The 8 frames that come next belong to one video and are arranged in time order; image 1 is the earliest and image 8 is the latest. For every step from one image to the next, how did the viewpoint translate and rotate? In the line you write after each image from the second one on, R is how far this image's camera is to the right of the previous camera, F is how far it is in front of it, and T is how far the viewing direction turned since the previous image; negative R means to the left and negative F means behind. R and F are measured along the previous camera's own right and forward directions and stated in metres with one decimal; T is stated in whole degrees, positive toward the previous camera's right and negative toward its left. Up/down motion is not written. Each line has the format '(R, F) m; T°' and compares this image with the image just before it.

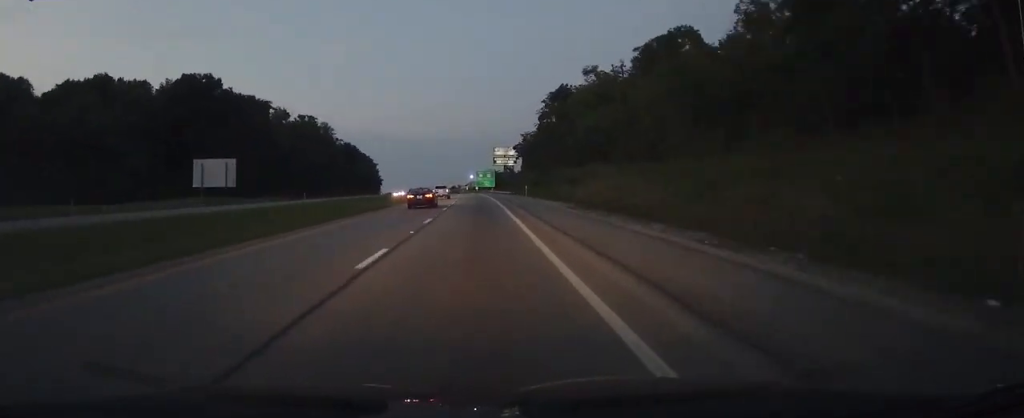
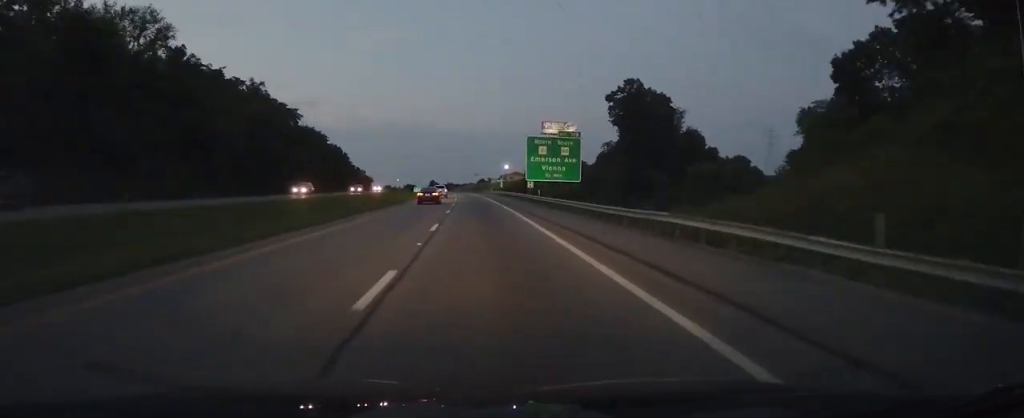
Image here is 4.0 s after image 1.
(-2.4, +126.5) m; -4°
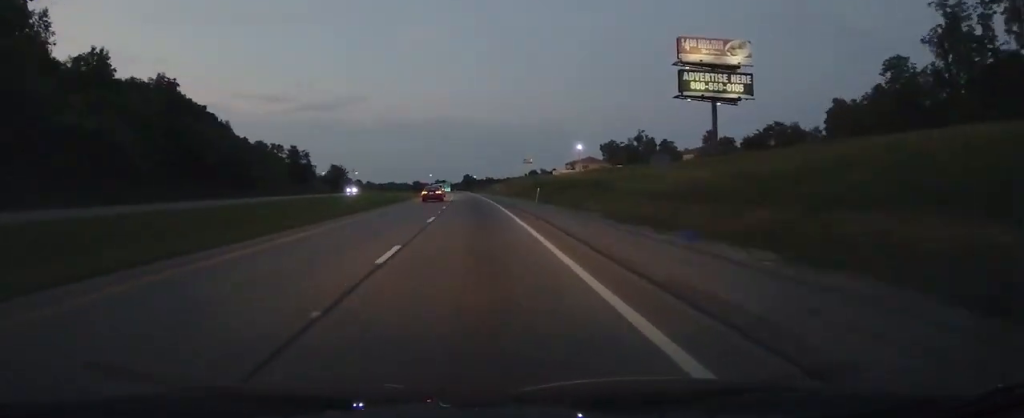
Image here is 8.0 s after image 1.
(-6.0, +133.9) m; -5°
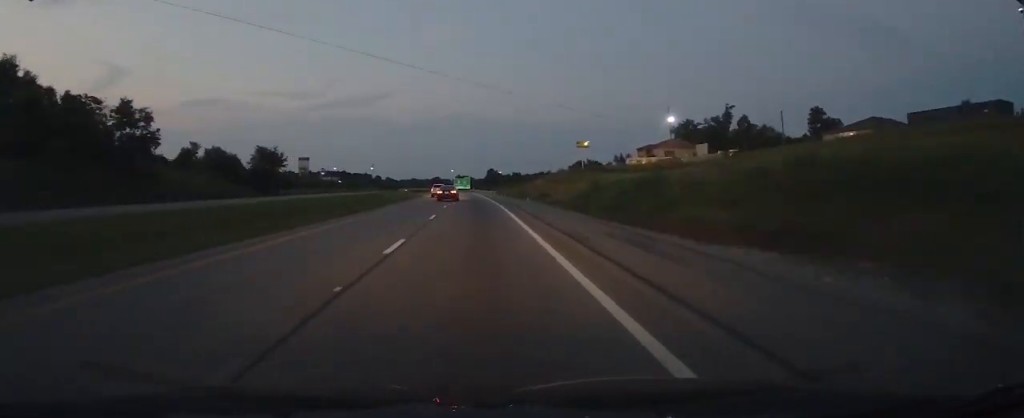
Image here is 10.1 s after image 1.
(-1.4, +73.3) m; -2°
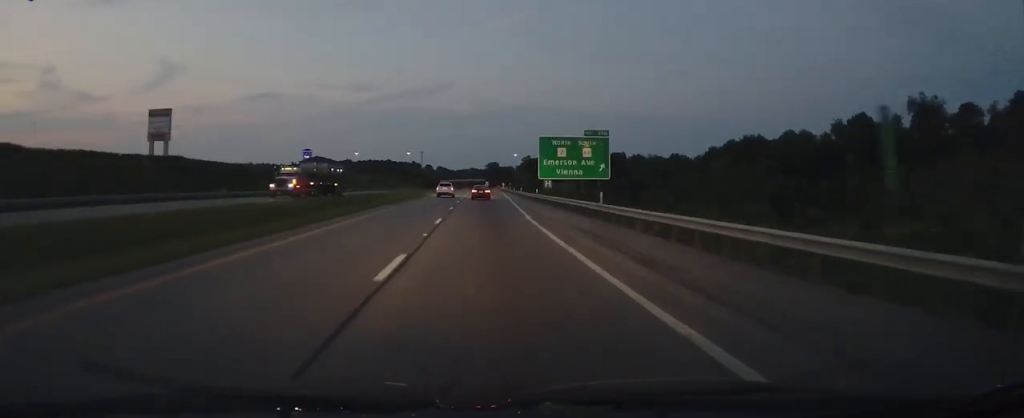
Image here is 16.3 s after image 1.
(-10.4, +210.6) m; -4°
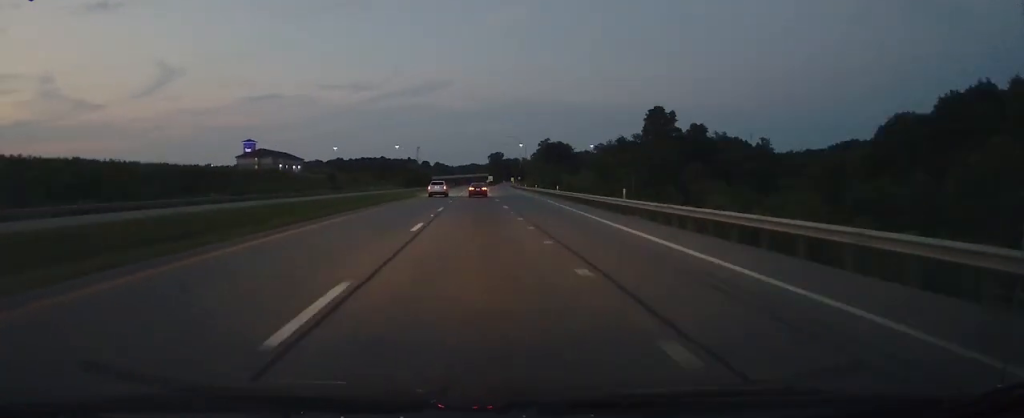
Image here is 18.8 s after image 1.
(-0.9, +88.7) m; -1°
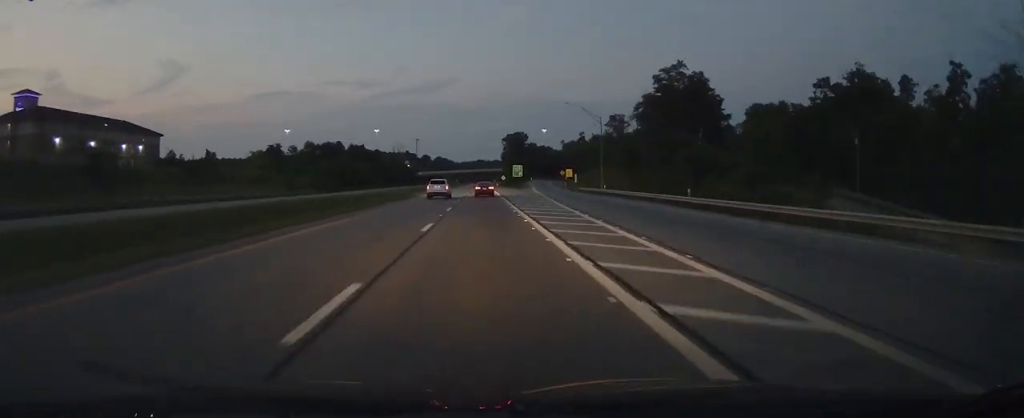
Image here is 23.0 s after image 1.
(-0.6, +145.4) m; 0°
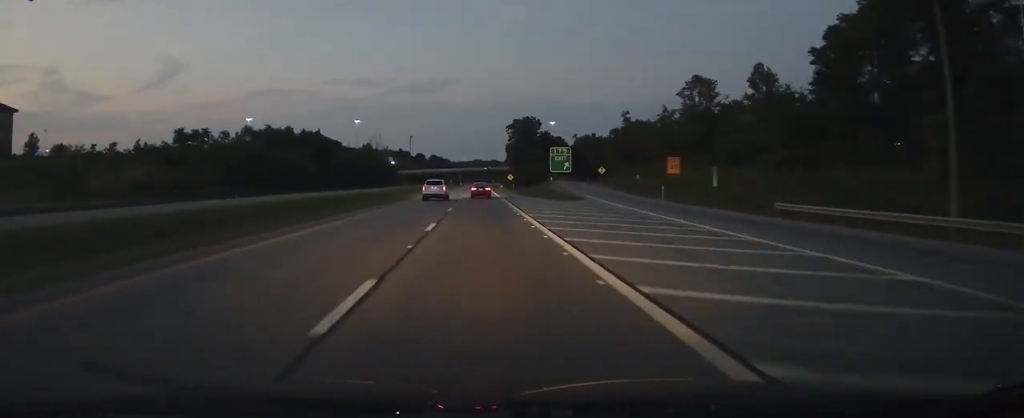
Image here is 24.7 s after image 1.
(-0.2, +60.5) m; 0°
